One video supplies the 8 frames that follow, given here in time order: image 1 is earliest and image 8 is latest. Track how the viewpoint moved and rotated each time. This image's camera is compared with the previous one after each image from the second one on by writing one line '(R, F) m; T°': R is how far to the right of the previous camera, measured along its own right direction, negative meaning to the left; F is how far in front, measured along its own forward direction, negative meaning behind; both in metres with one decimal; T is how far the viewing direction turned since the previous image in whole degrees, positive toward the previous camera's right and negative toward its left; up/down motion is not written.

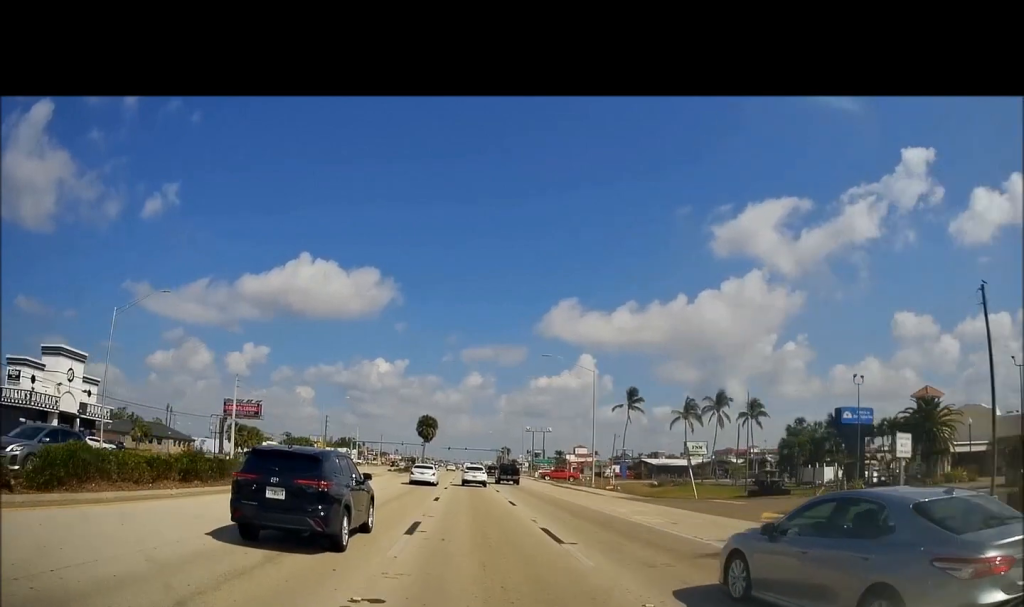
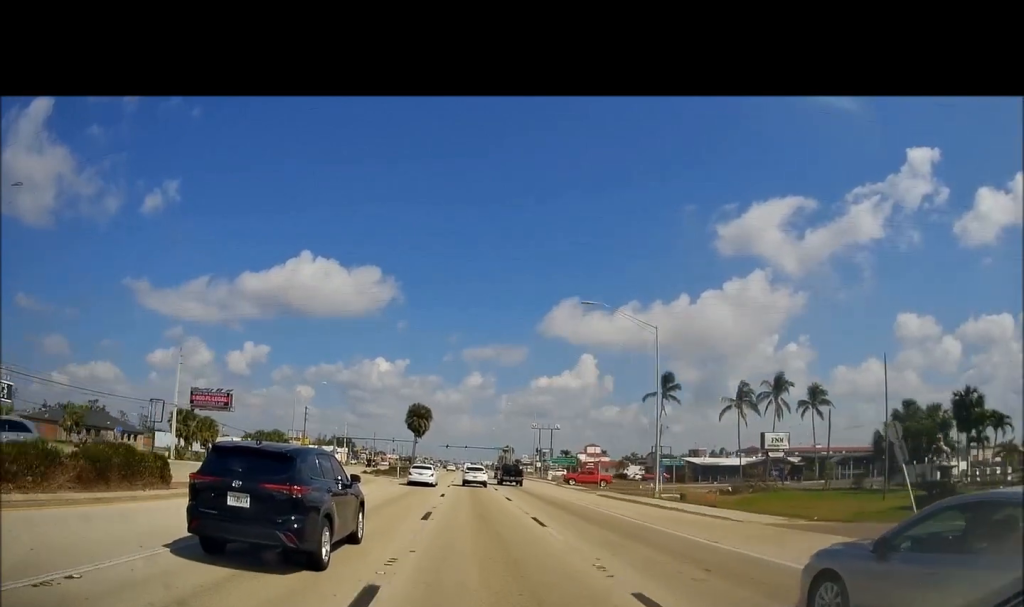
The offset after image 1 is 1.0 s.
(0.0, +20.9) m; 0°
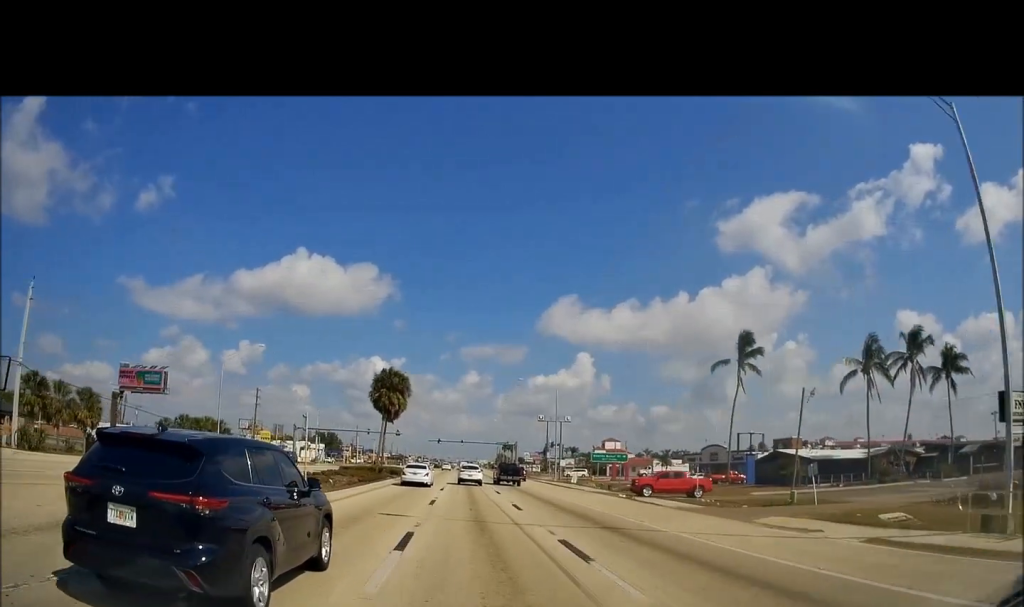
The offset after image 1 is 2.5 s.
(0.0, +31.0) m; +1°
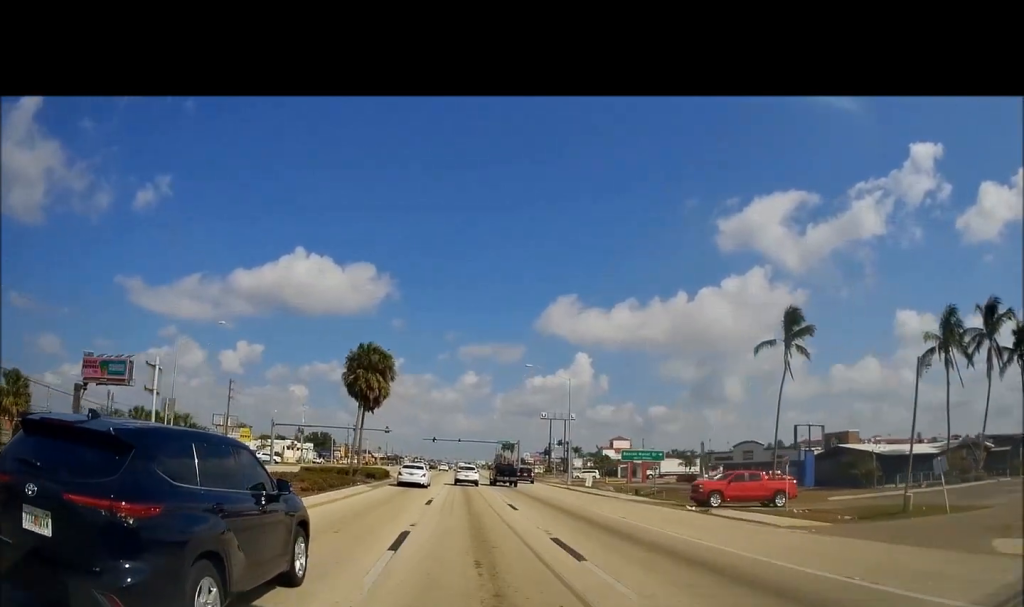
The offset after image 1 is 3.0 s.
(+0.3, +12.1) m; +1°
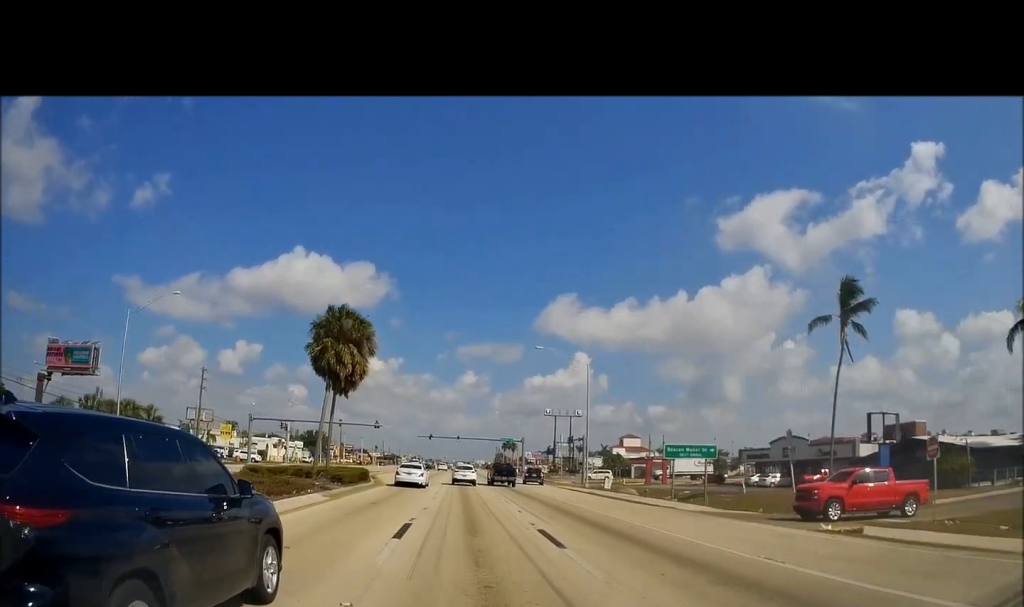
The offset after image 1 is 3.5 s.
(+0.1, +10.7) m; +1°
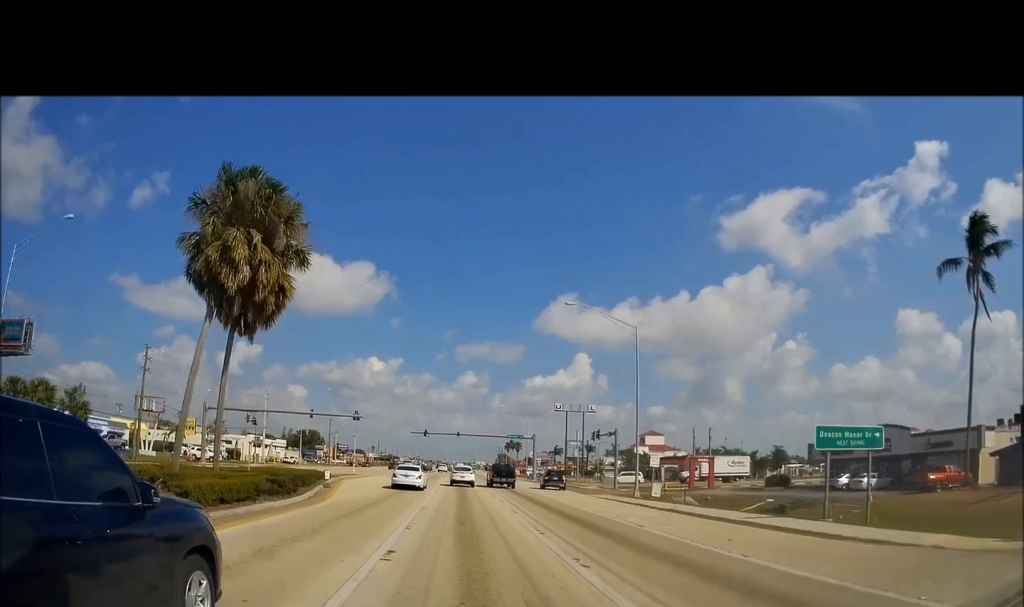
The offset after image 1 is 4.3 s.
(0.0, +17.2) m; -1°
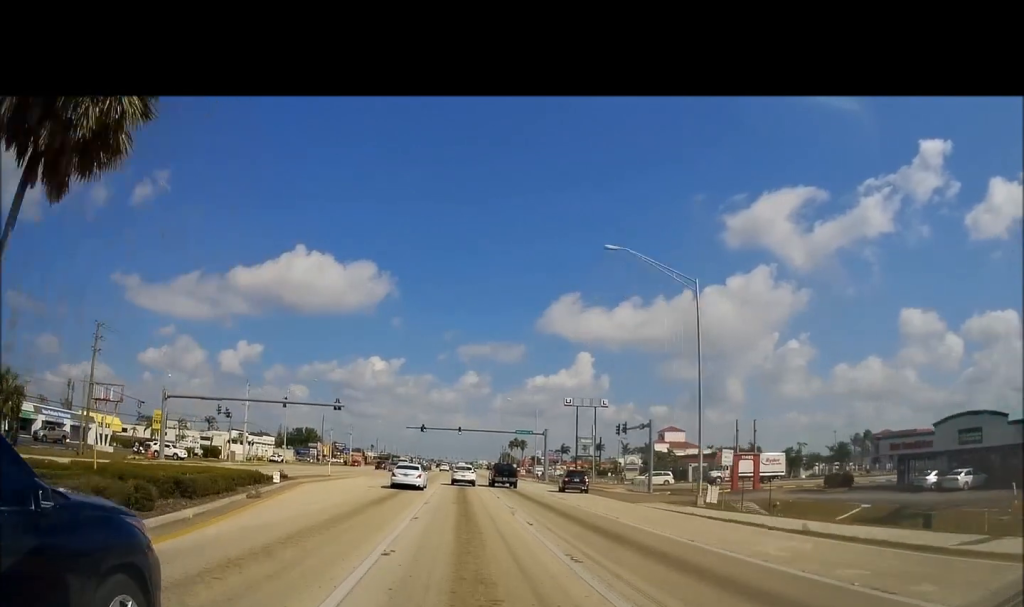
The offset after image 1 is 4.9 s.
(-0.2, +11.6) m; -1°
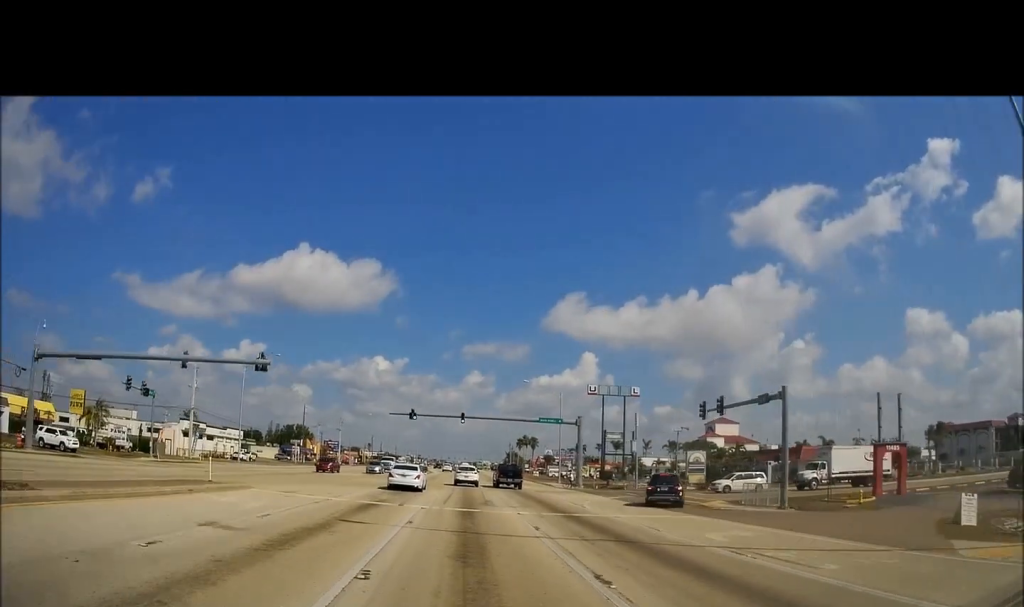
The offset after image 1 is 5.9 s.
(-0.3, +23.3) m; 0°
